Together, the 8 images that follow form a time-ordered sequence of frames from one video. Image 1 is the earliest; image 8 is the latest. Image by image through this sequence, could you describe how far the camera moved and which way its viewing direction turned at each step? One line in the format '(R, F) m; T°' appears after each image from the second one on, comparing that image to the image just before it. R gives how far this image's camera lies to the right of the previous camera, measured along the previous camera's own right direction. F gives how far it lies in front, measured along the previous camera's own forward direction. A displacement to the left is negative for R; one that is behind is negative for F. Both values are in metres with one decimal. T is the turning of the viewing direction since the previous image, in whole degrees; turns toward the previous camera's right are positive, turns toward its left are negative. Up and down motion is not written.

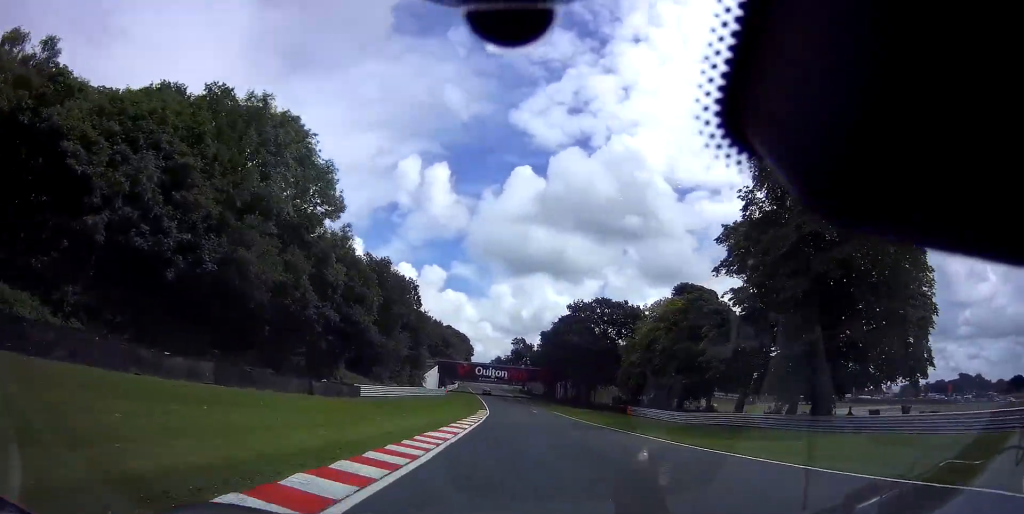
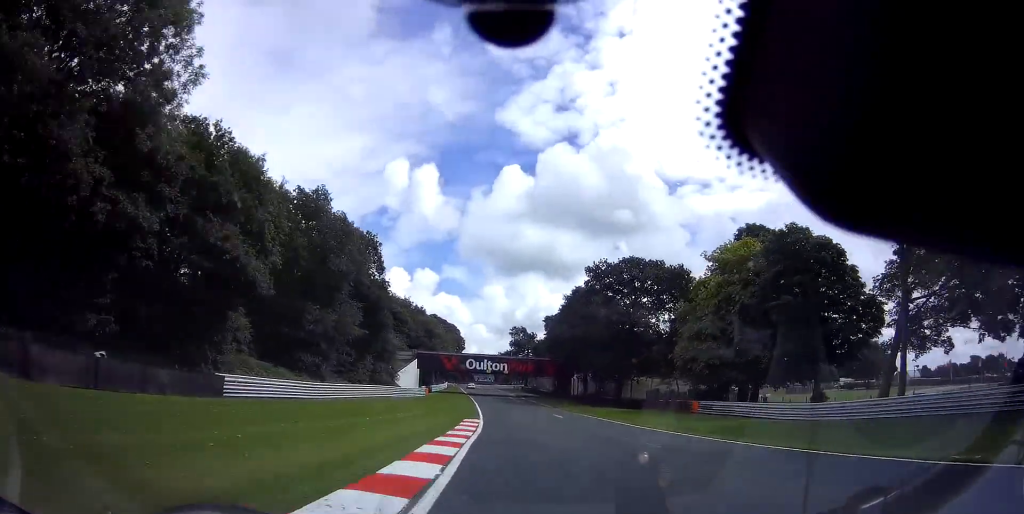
(+0.9, +23.8) m; +2°
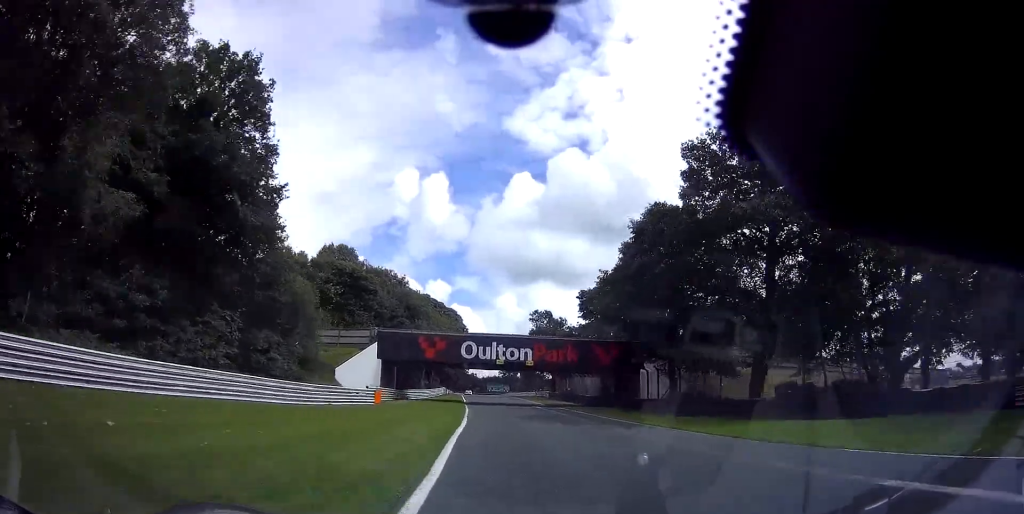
(+0.2, +34.1) m; -1°
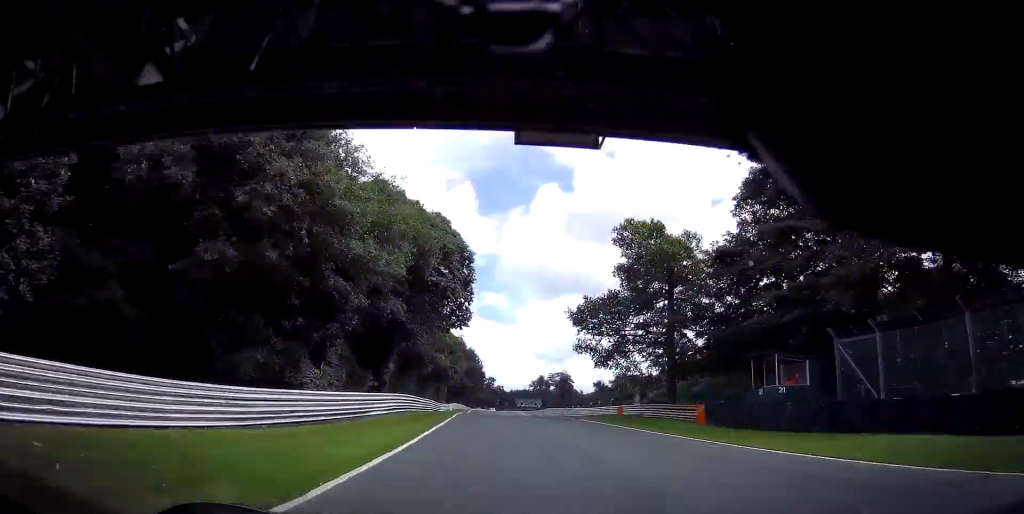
(-1.3, +52.6) m; -2°
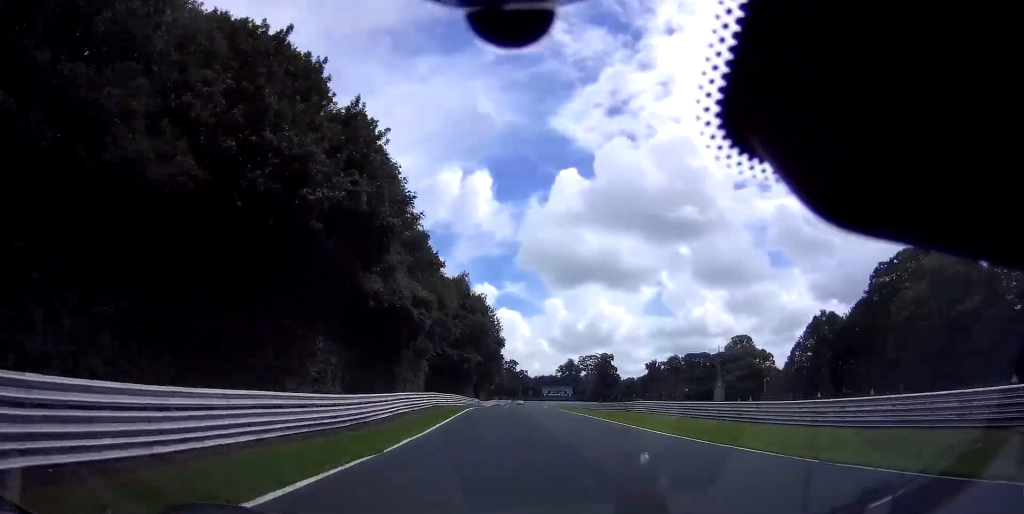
(-1.1, +56.5) m; -2°
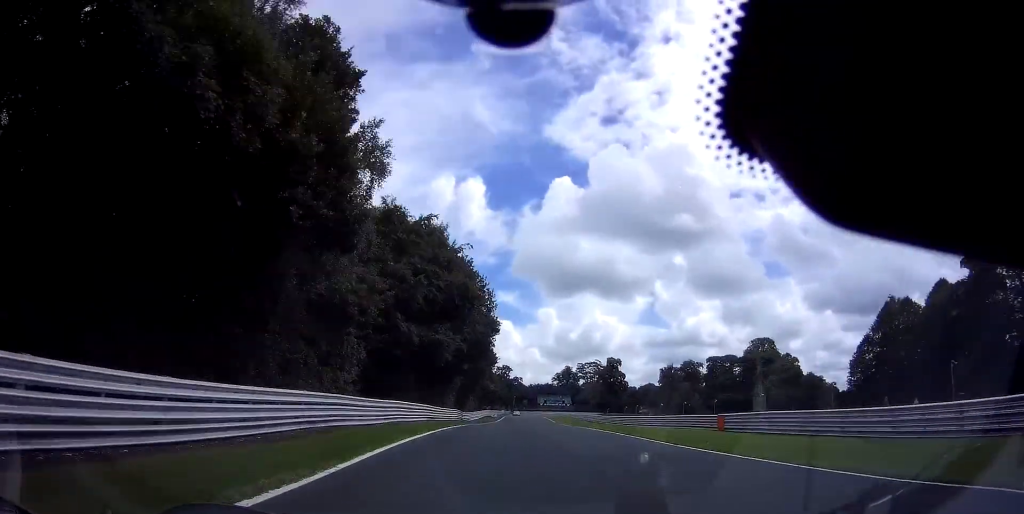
(0.0, +25.4) m; 0°
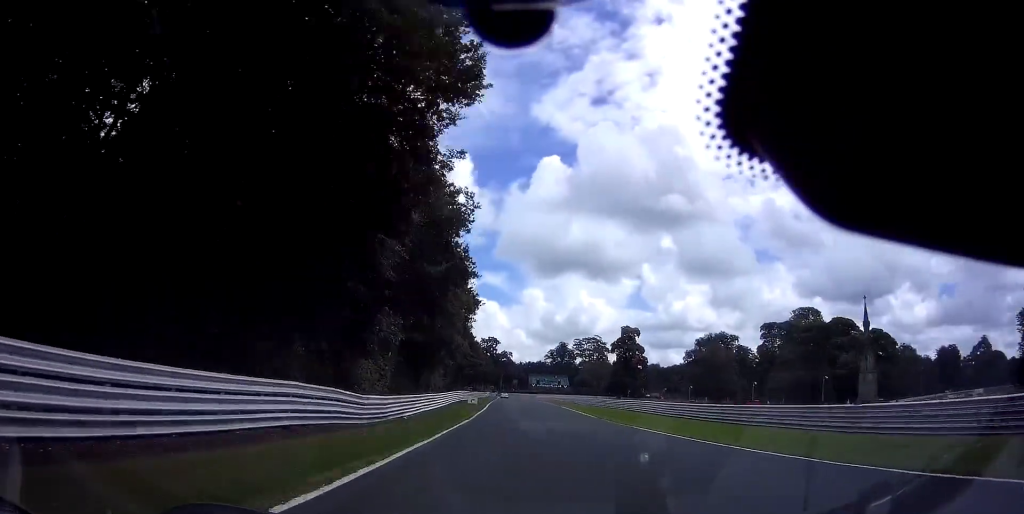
(+0.3, +39.5) m; +1°
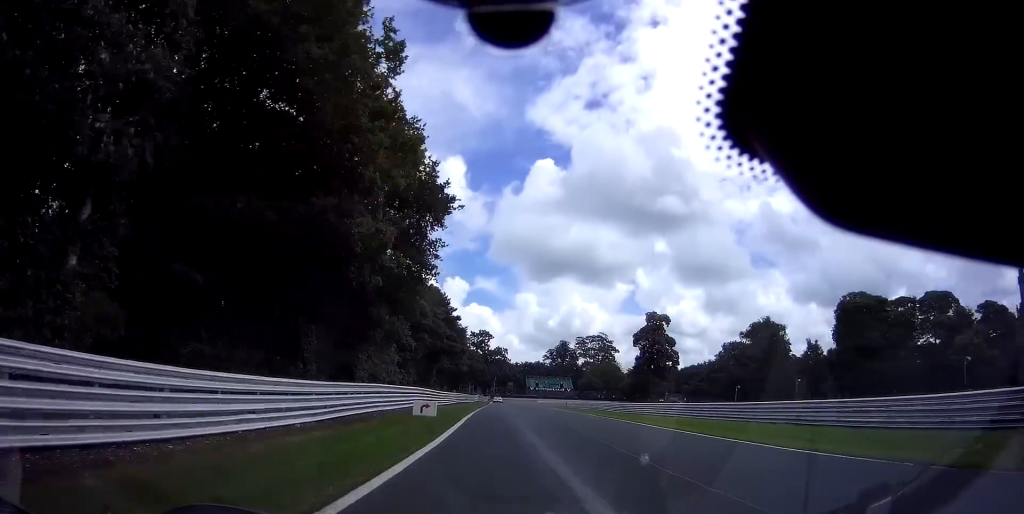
(+0.2, +30.0) m; +1°
